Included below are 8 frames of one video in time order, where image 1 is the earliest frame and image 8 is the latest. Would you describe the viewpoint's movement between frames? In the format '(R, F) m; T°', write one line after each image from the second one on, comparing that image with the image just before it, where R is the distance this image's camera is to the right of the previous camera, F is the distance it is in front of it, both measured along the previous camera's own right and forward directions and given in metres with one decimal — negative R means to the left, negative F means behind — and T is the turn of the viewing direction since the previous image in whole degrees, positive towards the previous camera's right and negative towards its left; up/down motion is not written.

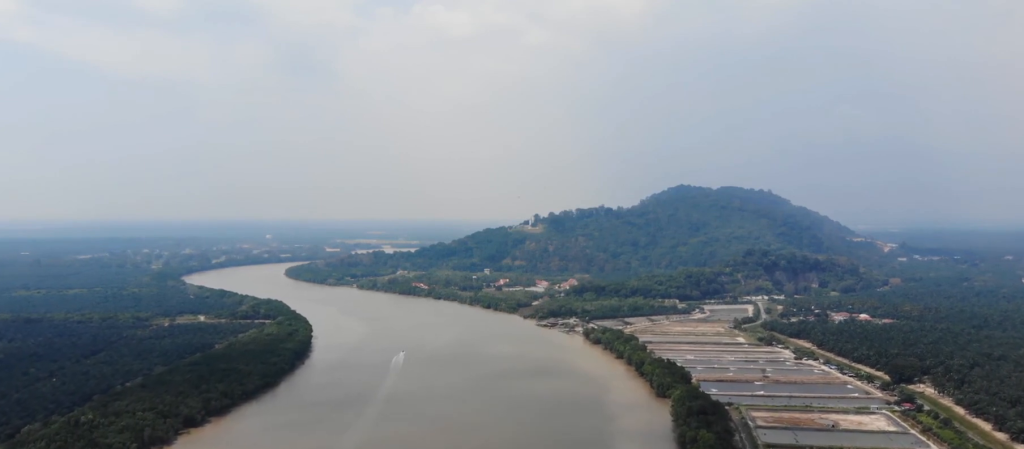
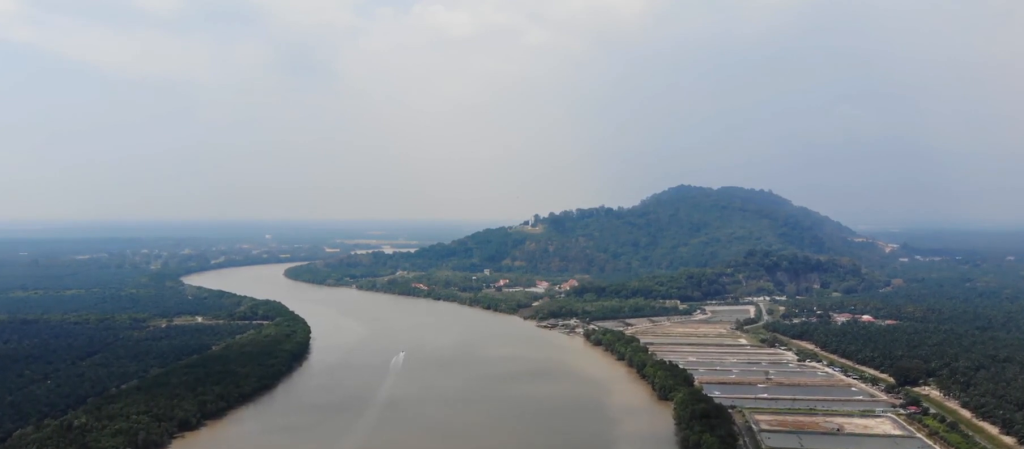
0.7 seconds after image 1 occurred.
(0.0, +9.4) m; 0°
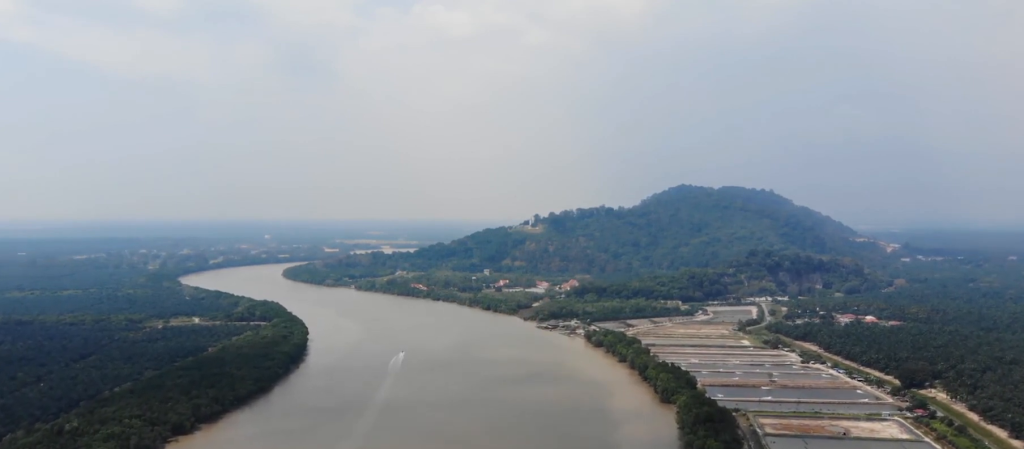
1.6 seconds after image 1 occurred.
(0.0, +11.6) m; 0°
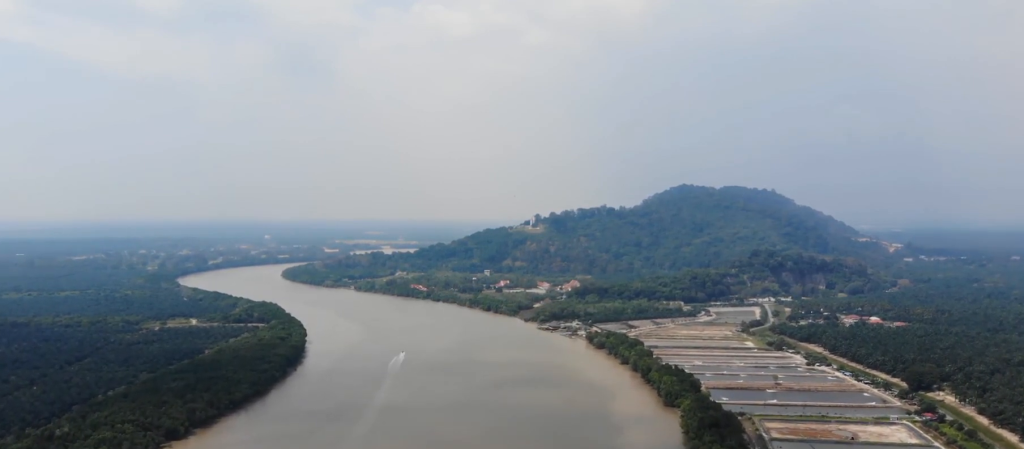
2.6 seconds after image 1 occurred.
(-0.1, +12.8) m; 0°
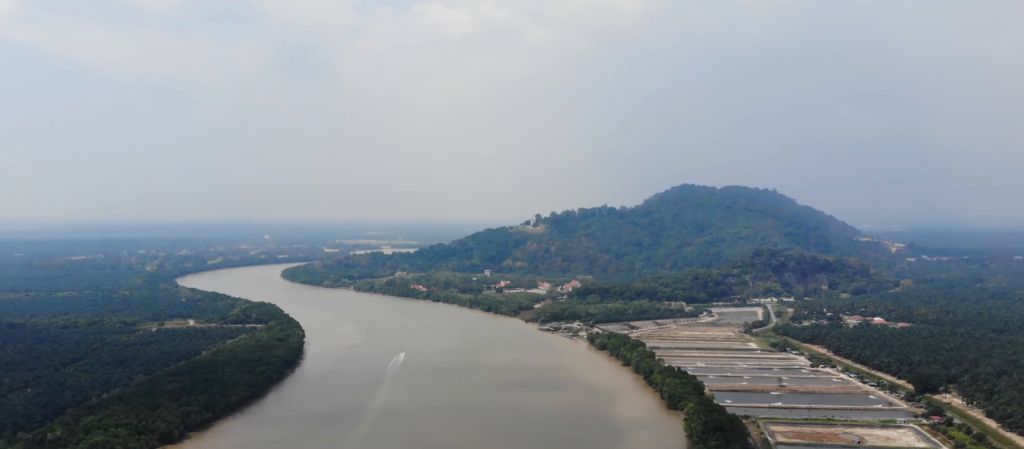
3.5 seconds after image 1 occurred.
(0.0, +10.7) m; 0°
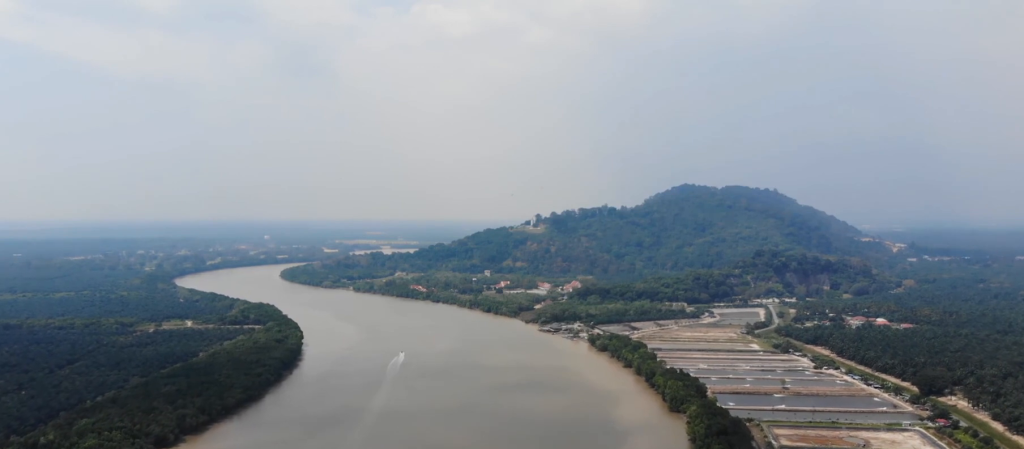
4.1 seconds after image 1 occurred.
(0.0, +8.6) m; 0°
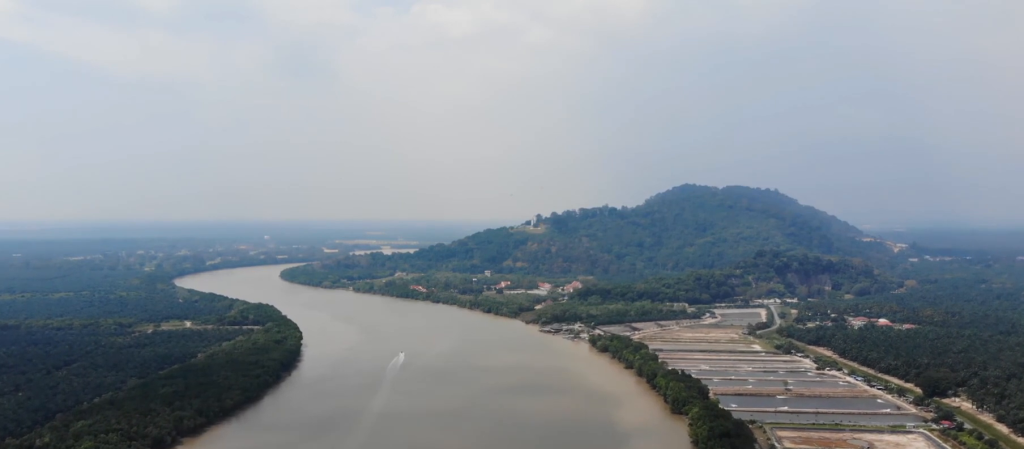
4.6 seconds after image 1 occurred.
(0.0, +5.6) m; 0°
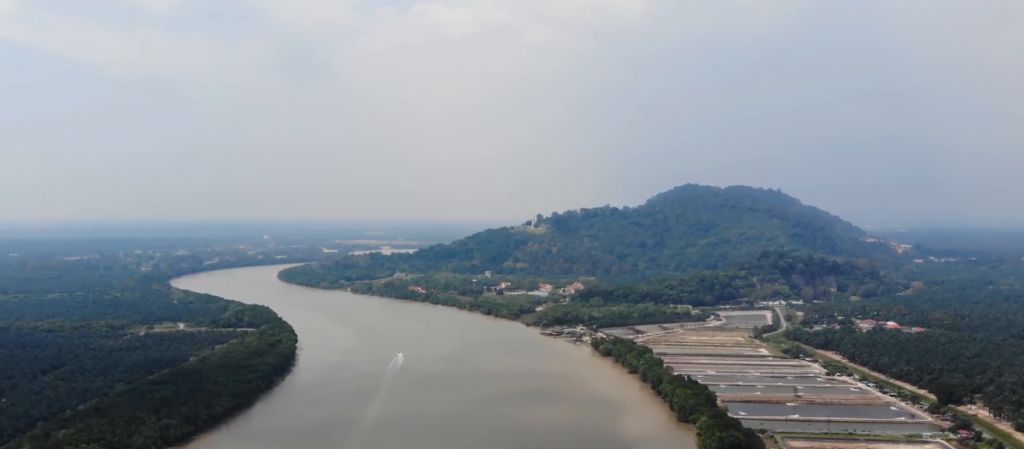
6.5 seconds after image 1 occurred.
(+0.1, +24.9) m; 0°
